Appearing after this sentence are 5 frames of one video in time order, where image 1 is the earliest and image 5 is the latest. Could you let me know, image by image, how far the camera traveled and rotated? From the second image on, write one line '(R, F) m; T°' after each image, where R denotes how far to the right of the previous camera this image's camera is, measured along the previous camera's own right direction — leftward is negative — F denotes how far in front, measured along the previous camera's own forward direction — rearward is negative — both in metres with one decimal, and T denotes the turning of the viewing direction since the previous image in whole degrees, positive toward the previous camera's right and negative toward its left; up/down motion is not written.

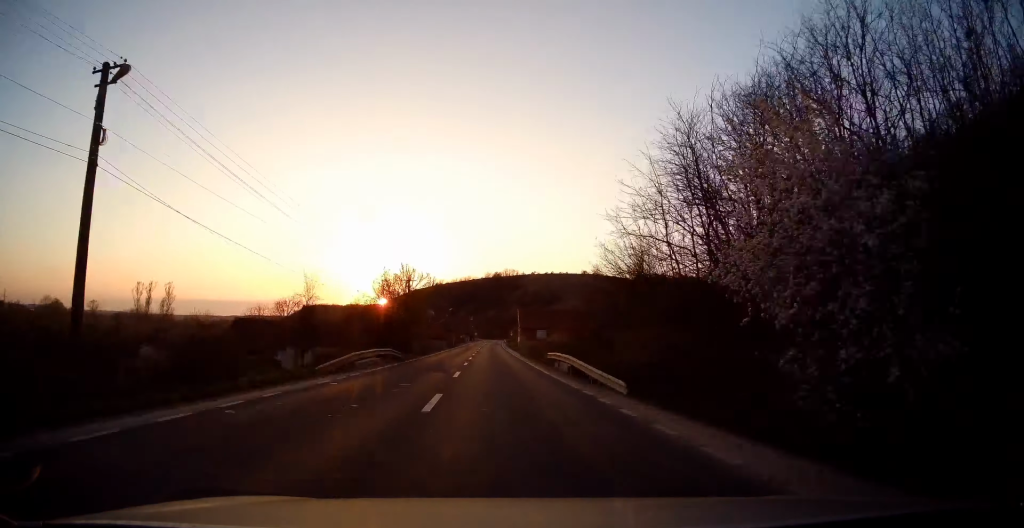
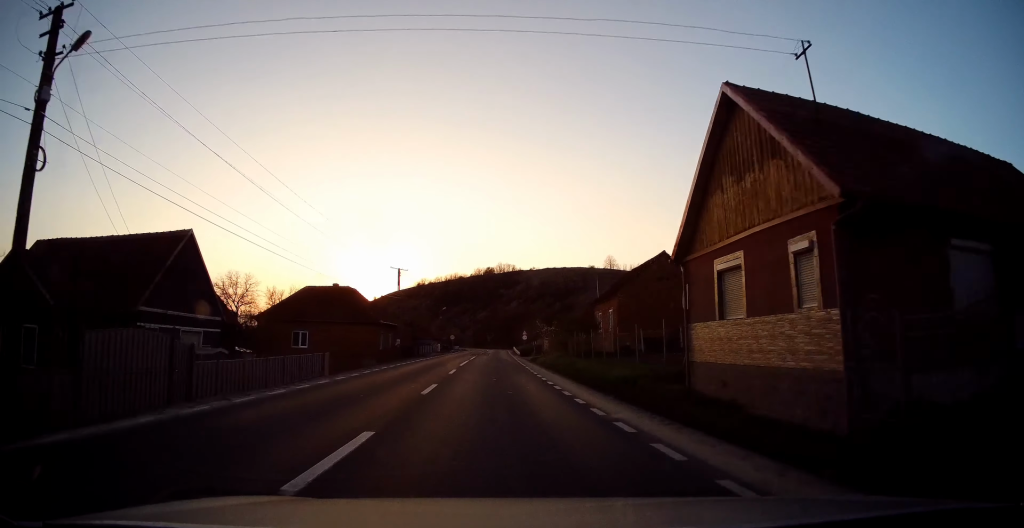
(+0.1, +85.3) m; 0°
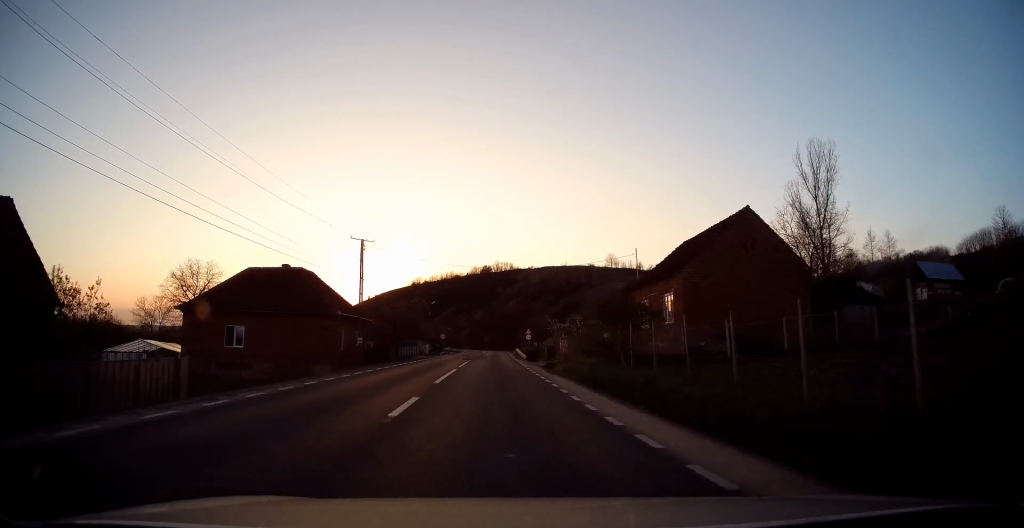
(-0.3, +13.2) m; 0°
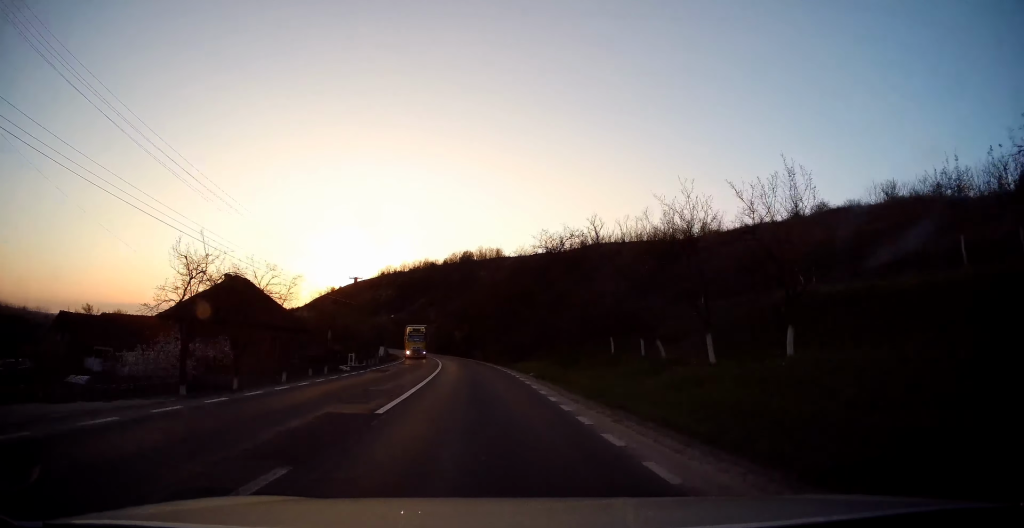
(+1.6, +70.6) m; +3°
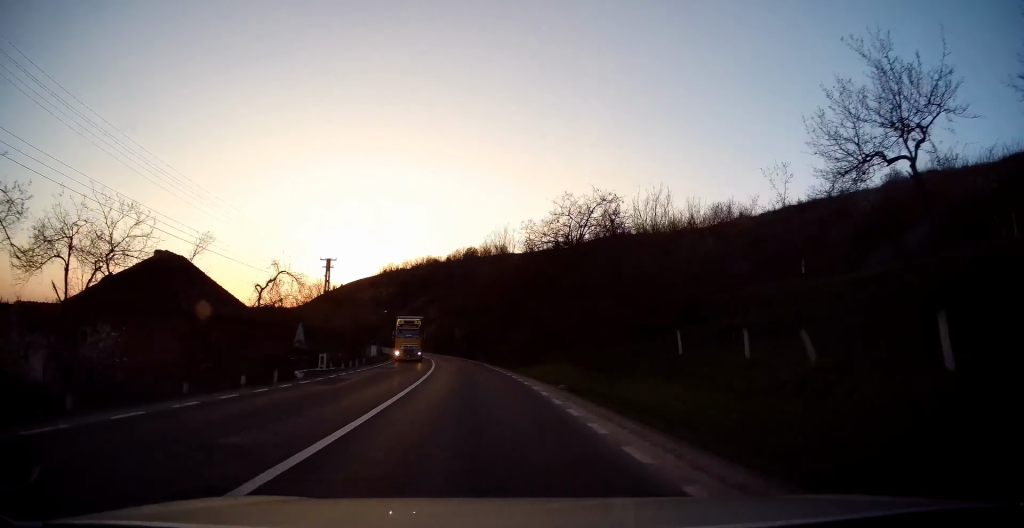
(0.0, +9.6) m; 0°
